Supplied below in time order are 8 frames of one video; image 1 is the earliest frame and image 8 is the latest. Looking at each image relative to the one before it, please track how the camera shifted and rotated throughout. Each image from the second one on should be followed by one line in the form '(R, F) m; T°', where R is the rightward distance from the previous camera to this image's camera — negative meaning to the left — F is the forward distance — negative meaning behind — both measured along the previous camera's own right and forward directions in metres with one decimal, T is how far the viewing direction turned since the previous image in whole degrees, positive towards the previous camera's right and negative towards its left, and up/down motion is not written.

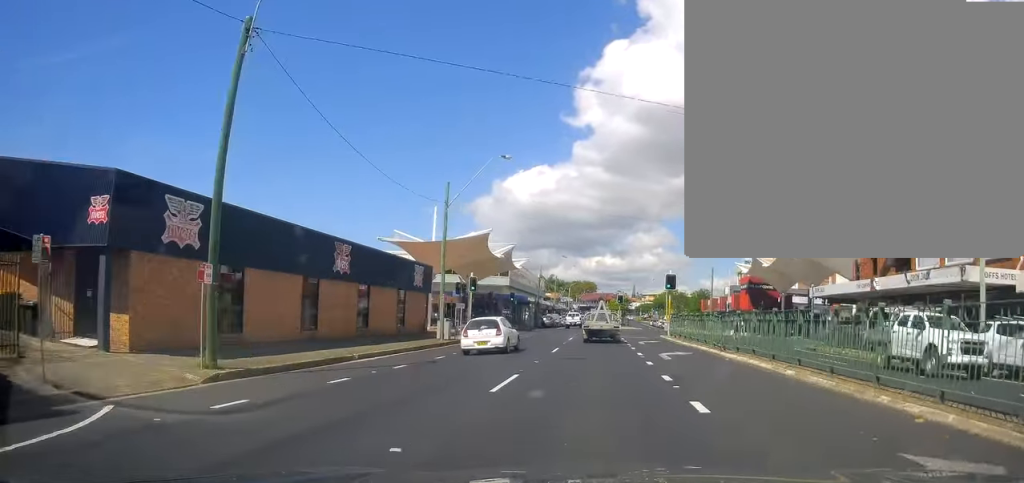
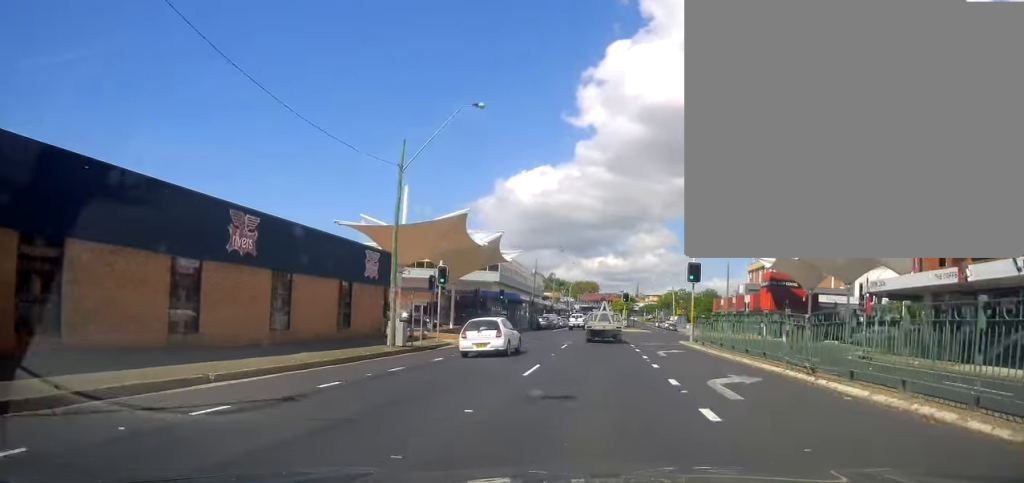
(+0.1, +8.9) m; 0°
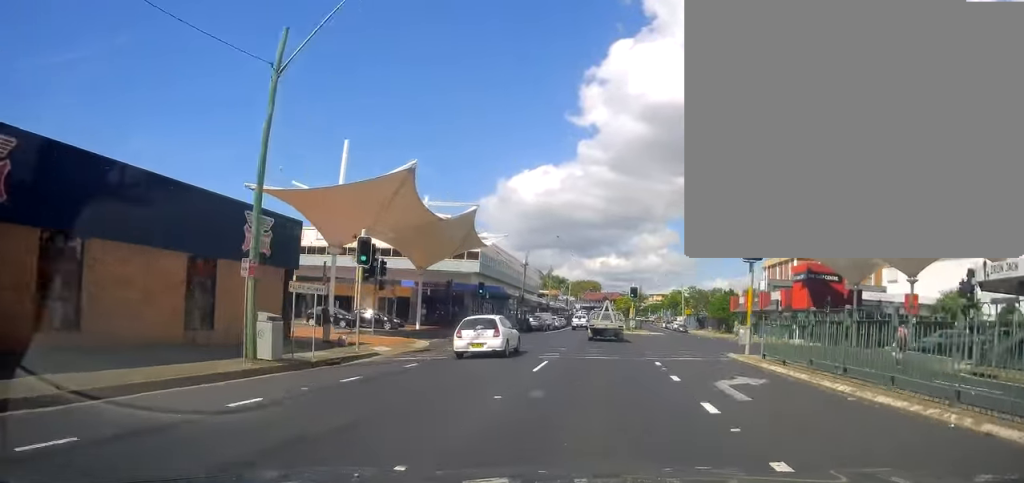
(-0.3, +11.4) m; -1°
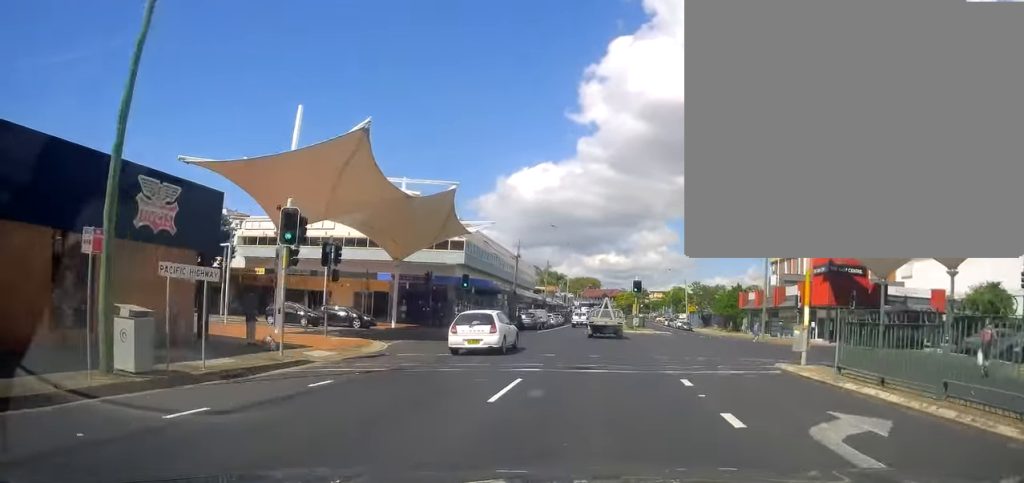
(-0.1, +5.5) m; +2°
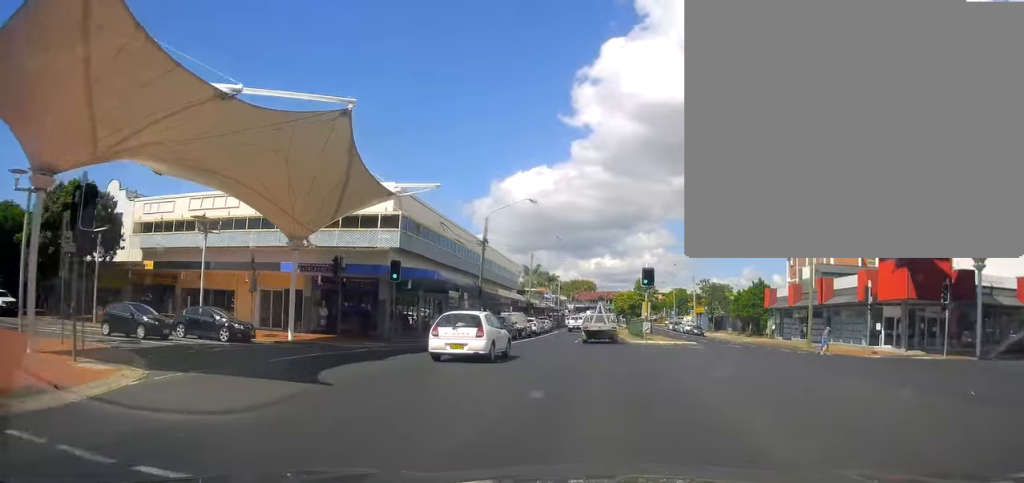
(+0.7, +14.0) m; +2°
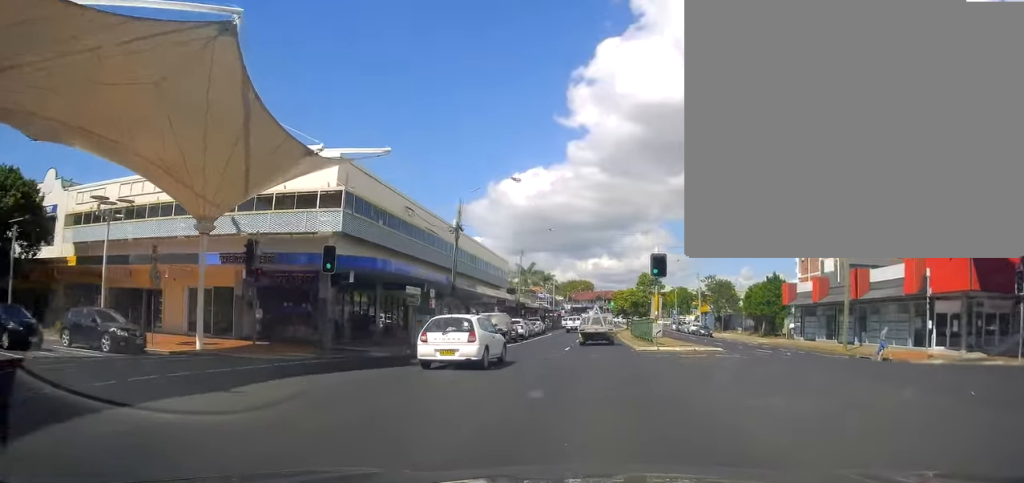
(+0.1, +7.2) m; -1°
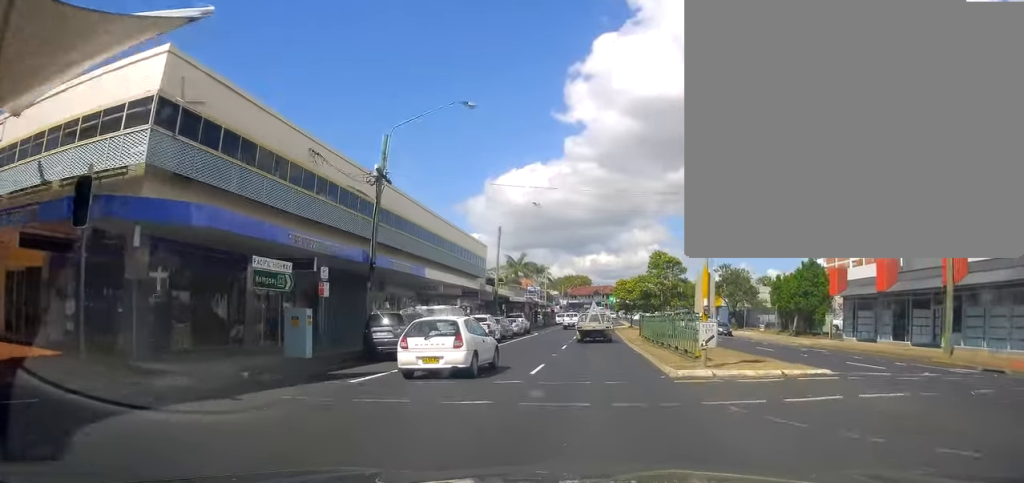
(-0.8, +12.6) m; -4°
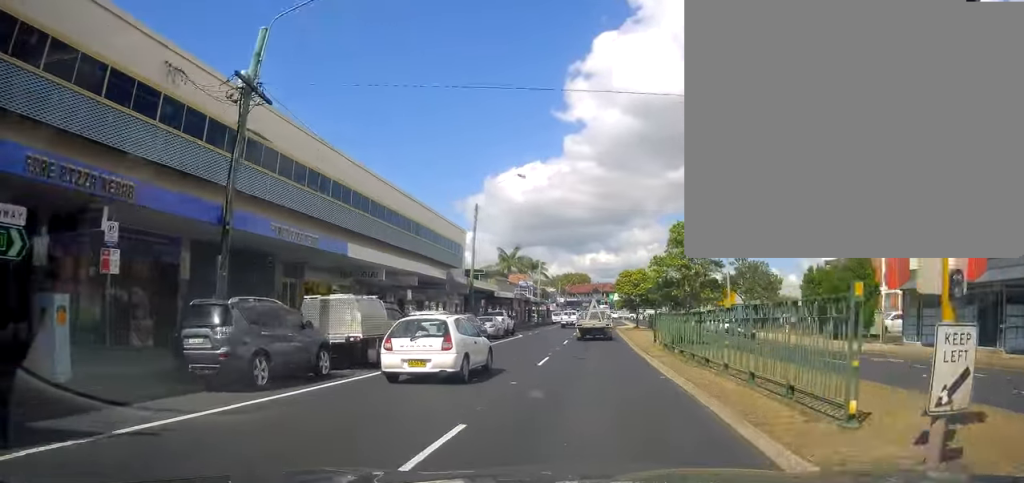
(-0.1, +10.0) m; +1°
